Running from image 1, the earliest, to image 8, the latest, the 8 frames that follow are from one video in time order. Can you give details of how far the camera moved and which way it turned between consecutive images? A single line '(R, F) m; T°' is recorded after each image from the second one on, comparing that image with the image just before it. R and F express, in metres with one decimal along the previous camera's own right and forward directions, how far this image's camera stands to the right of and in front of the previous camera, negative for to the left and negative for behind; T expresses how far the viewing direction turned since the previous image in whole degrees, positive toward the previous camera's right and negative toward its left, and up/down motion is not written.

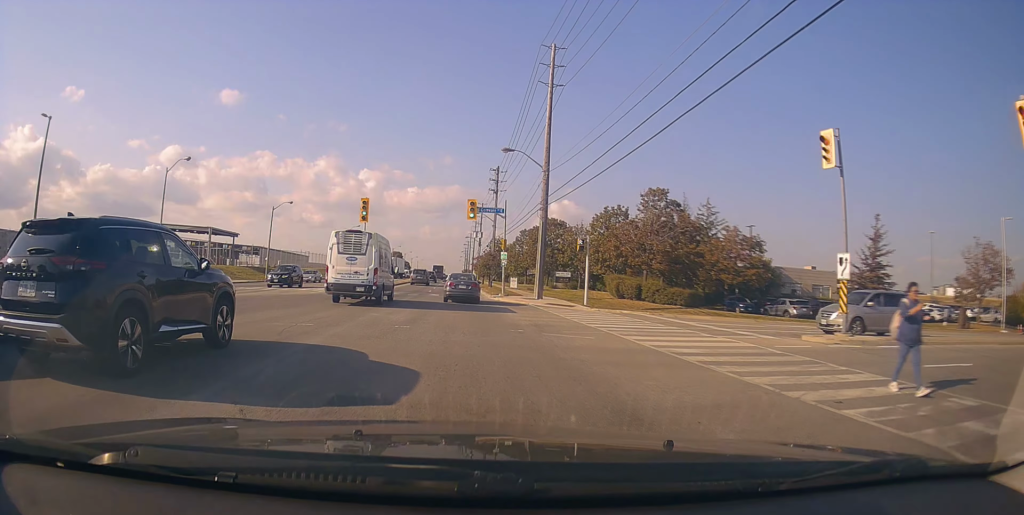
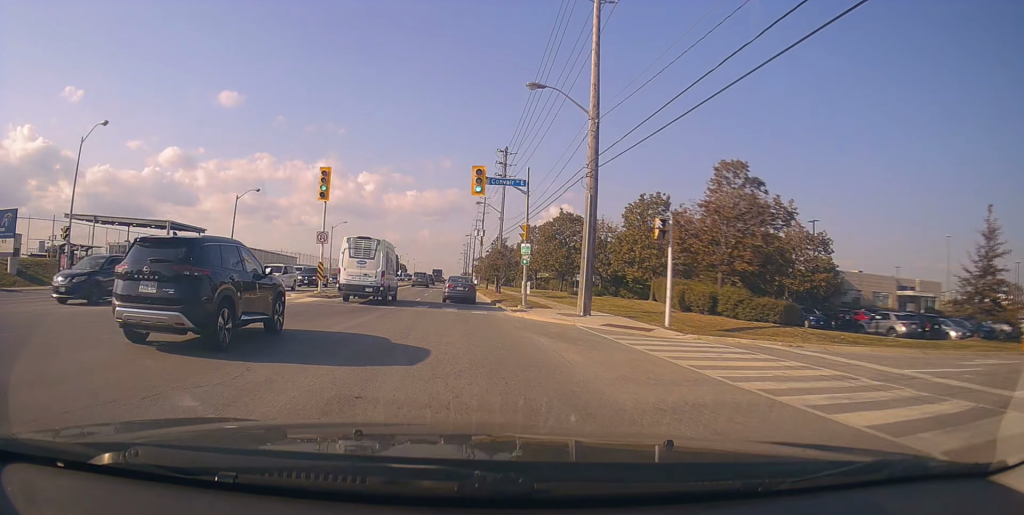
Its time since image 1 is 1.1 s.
(+0.1, +12.2) m; 0°
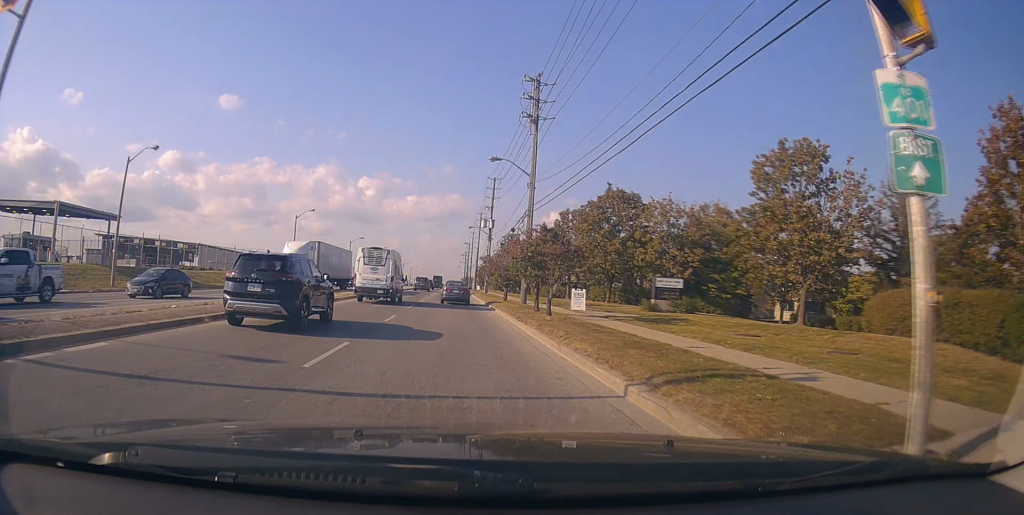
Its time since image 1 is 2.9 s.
(0.0, +22.0) m; 0°
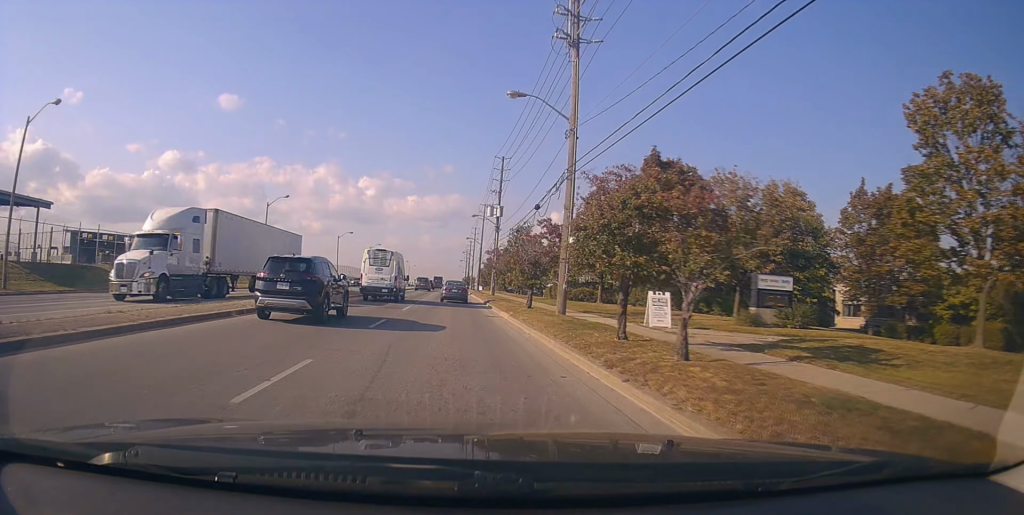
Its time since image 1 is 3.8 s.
(0.0, +11.8) m; -1°
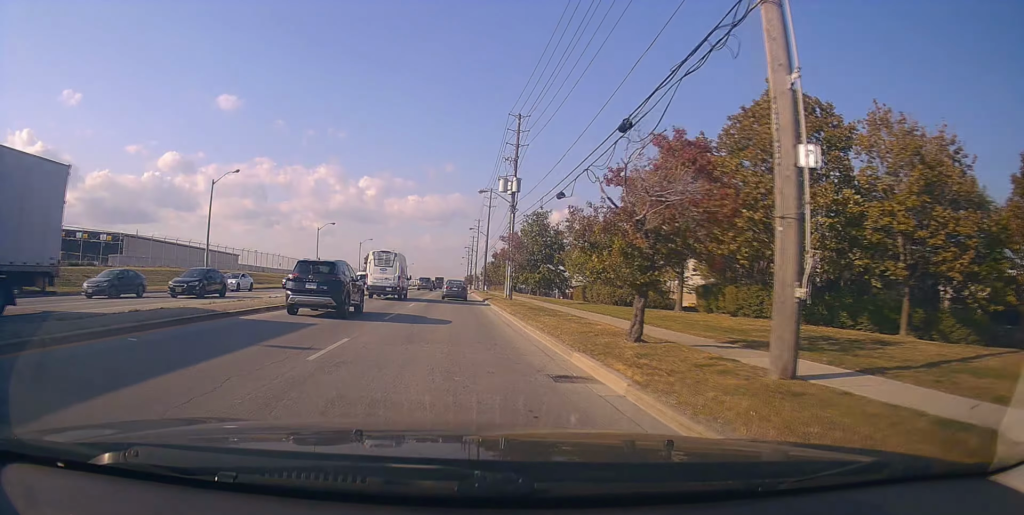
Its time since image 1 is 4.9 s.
(-0.2, +15.2) m; -1°
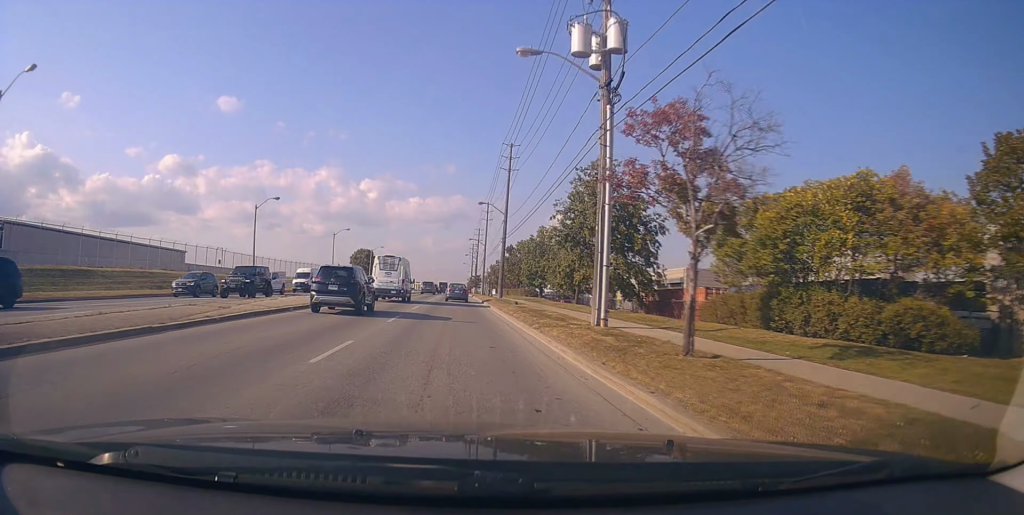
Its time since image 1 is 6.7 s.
(+0.3, +27.3) m; +2°
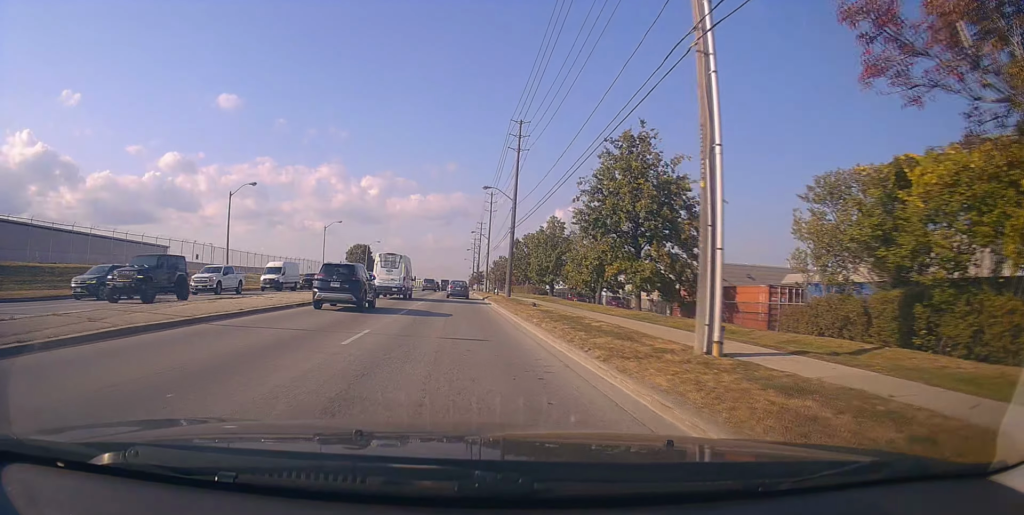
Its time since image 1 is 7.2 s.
(0.0, +7.0) m; +1°
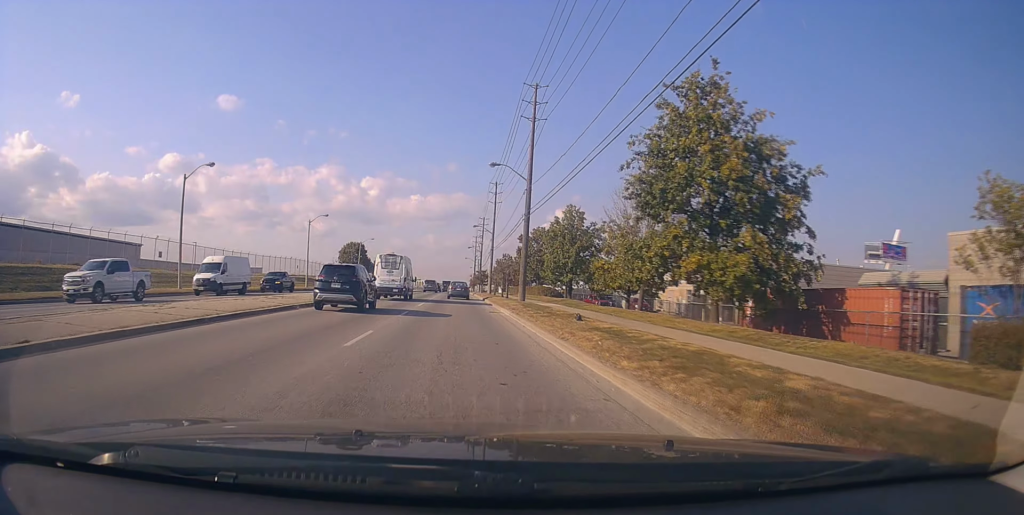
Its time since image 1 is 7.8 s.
(+0.1, +9.2) m; -1°
